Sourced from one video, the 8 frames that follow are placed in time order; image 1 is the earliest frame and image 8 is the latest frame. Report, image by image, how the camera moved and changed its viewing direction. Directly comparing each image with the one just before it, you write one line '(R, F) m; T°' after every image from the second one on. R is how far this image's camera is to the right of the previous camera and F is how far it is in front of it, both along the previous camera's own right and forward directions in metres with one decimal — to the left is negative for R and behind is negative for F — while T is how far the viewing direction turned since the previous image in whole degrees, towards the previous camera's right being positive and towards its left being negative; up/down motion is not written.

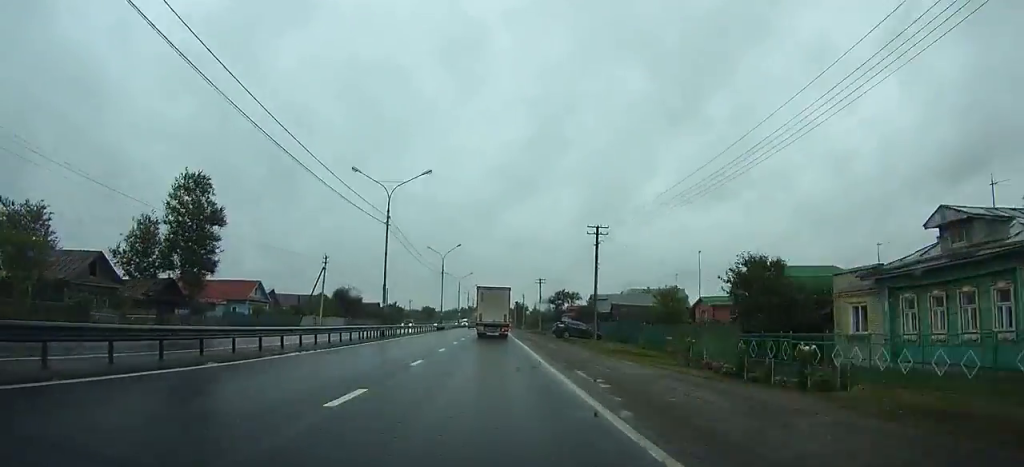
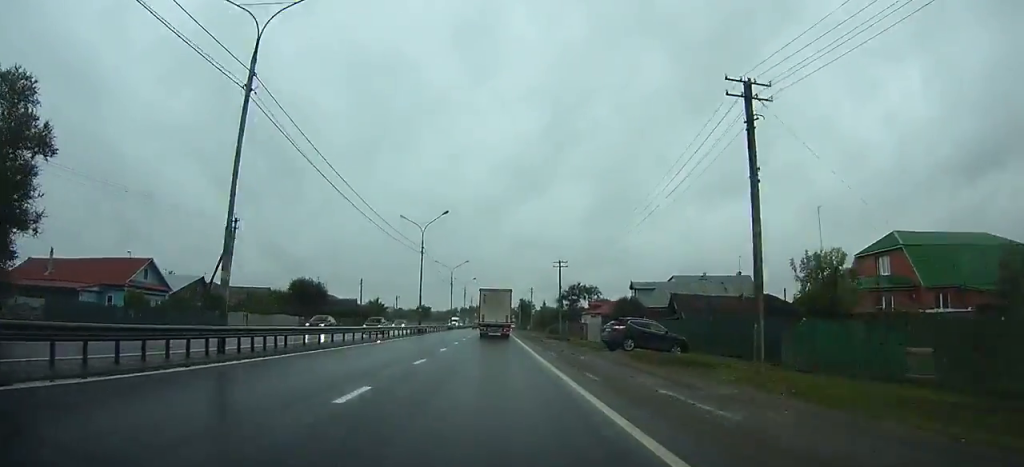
(+0.1, +21.7) m; 0°
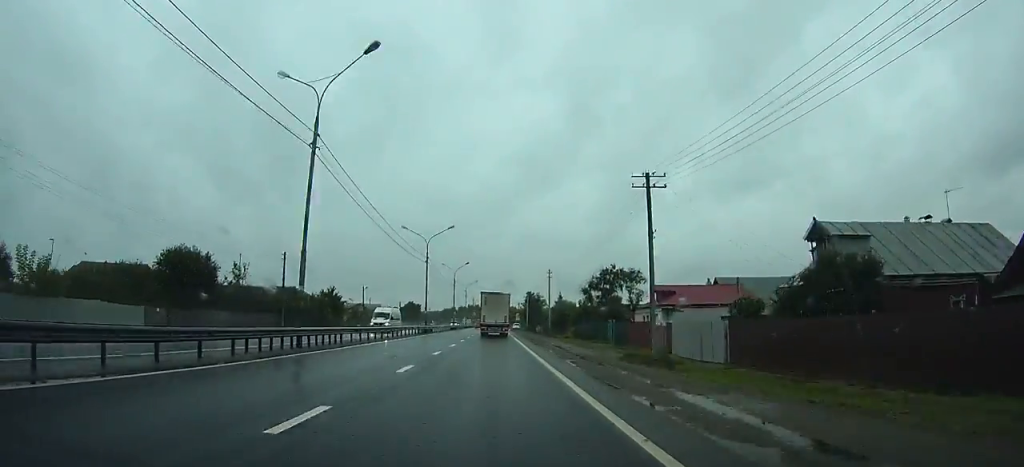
(0.0, +35.7) m; 0°
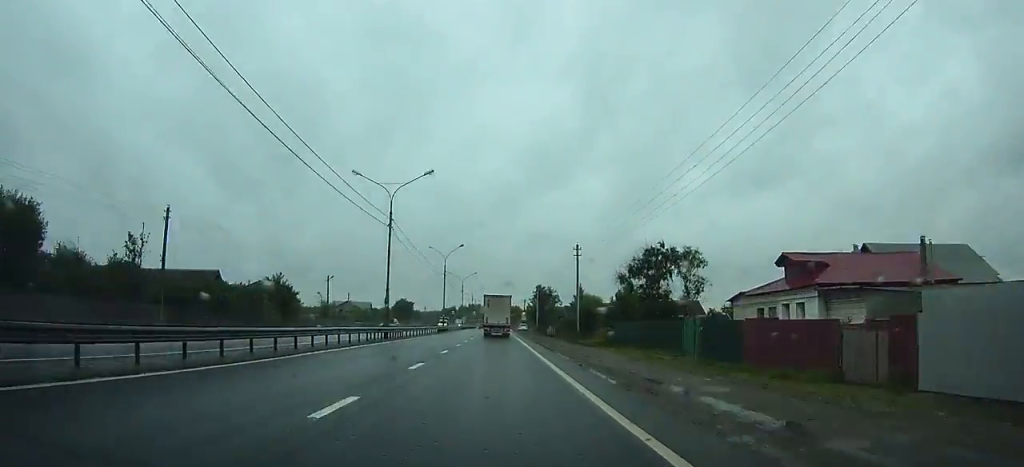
(0.0, +24.8) m; 0°
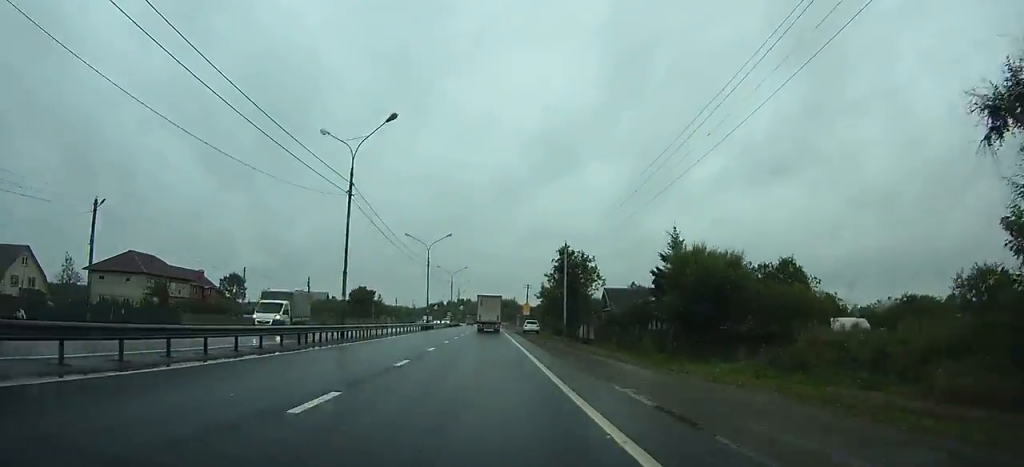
(-0.3, +49.9) m; 0°
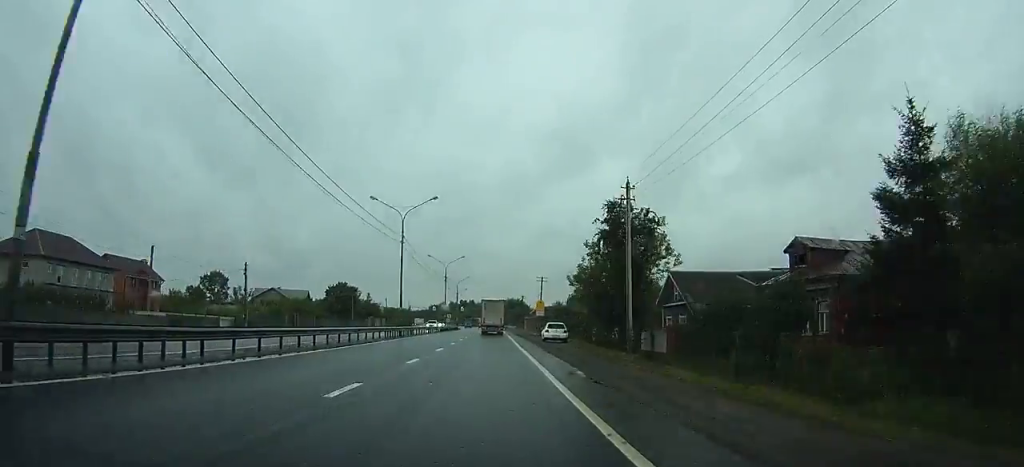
(0.0, +22.9) m; 0°
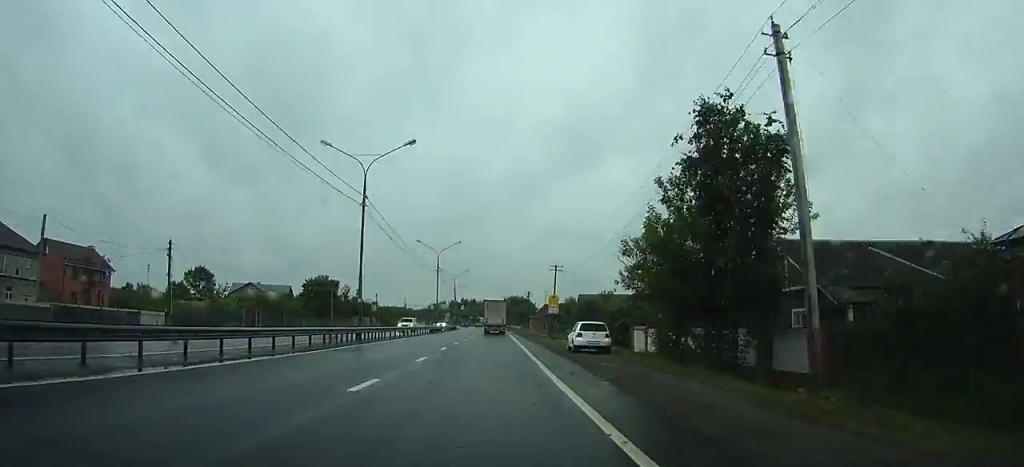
(0.0, +15.4) m; 0°
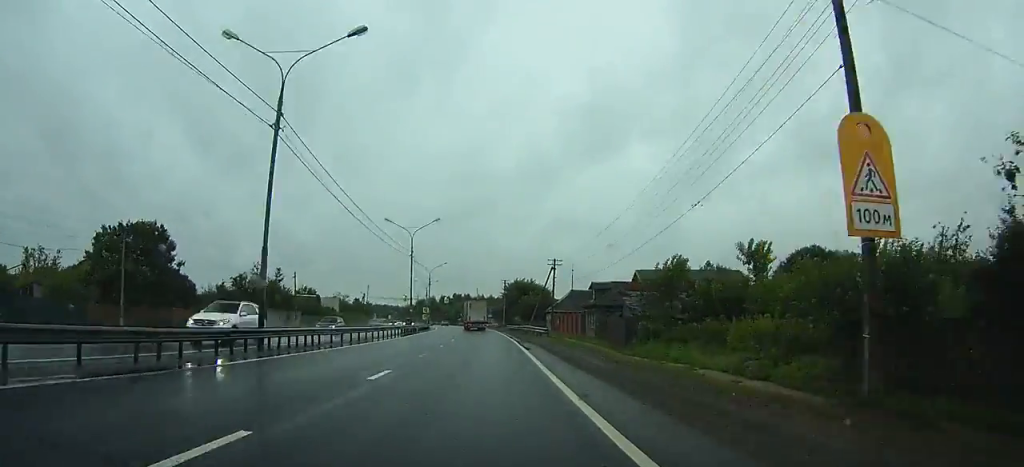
(0.0, +54.0) m; 0°
